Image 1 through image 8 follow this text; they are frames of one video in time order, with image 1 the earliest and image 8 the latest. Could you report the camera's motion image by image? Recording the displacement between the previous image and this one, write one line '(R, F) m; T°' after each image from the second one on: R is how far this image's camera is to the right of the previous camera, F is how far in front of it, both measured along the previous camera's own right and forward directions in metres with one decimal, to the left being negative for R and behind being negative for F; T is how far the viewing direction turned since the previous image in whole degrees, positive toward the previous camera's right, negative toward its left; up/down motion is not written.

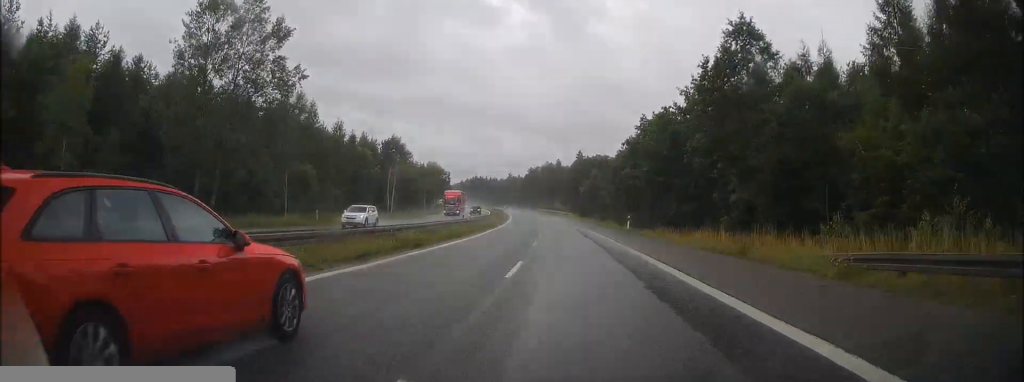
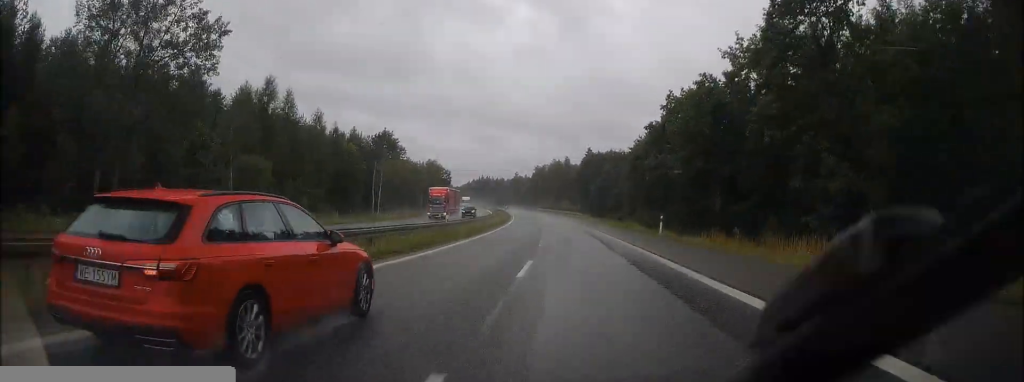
(-0.1, +11.9) m; -1°
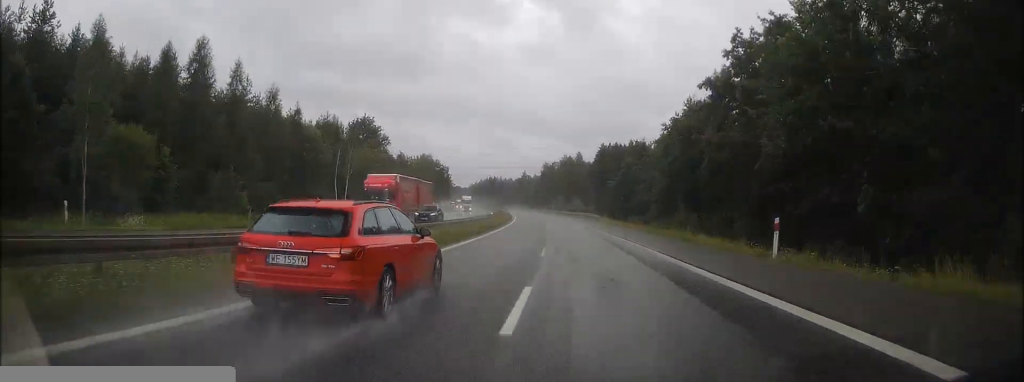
(0.0, +18.0) m; -1°
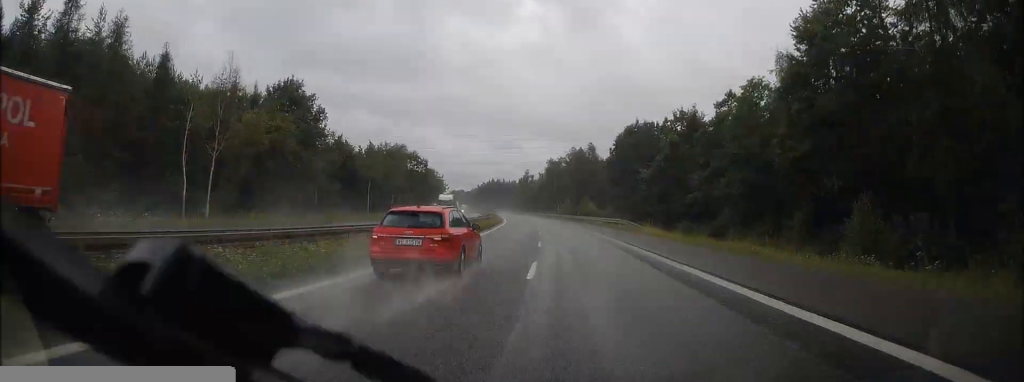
(-0.4, +30.4) m; -2°
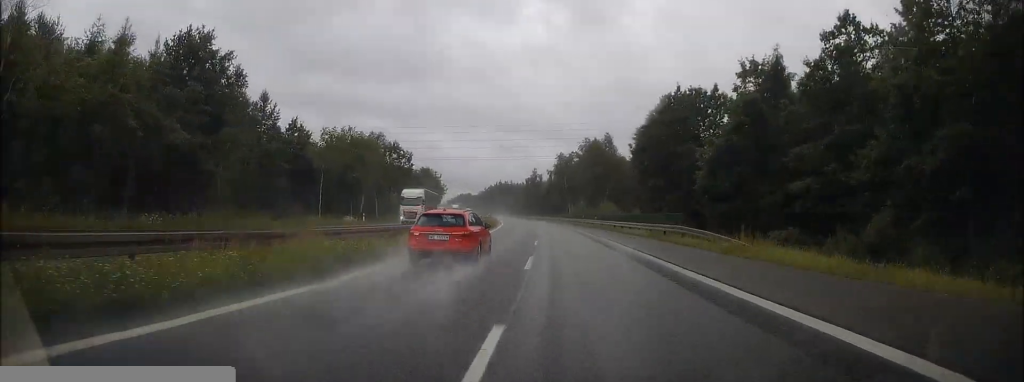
(-0.4, +21.6) m; -1°
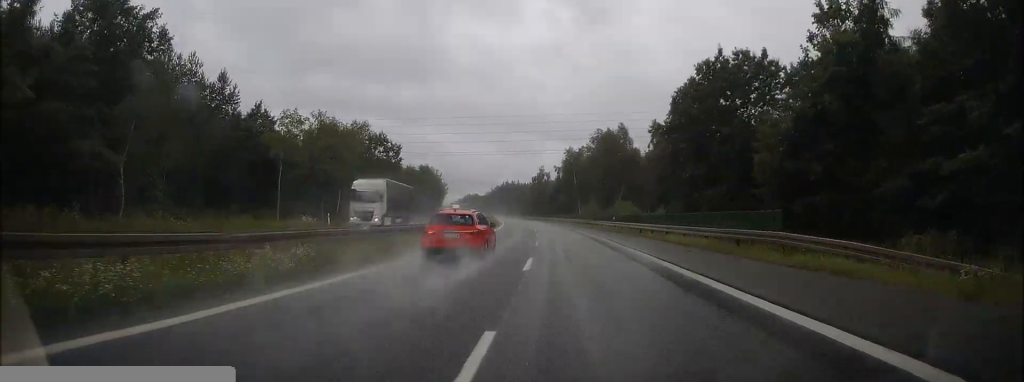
(-0.1, +12.5) m; -1°
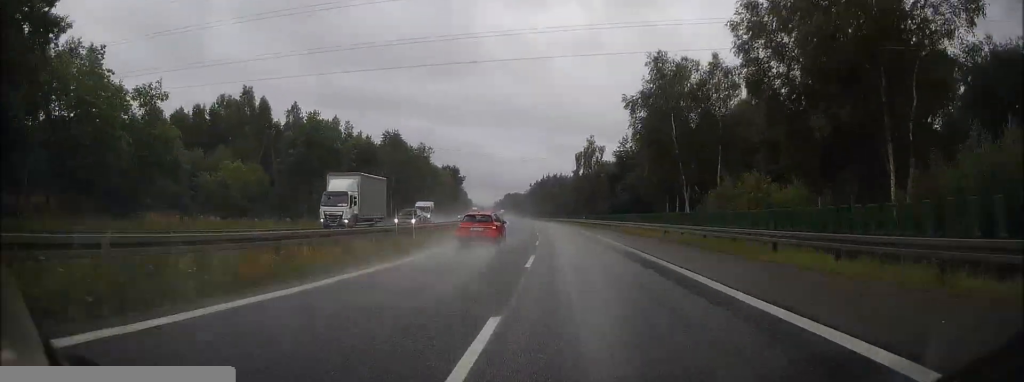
(-2.6, +71.8) m; -4°
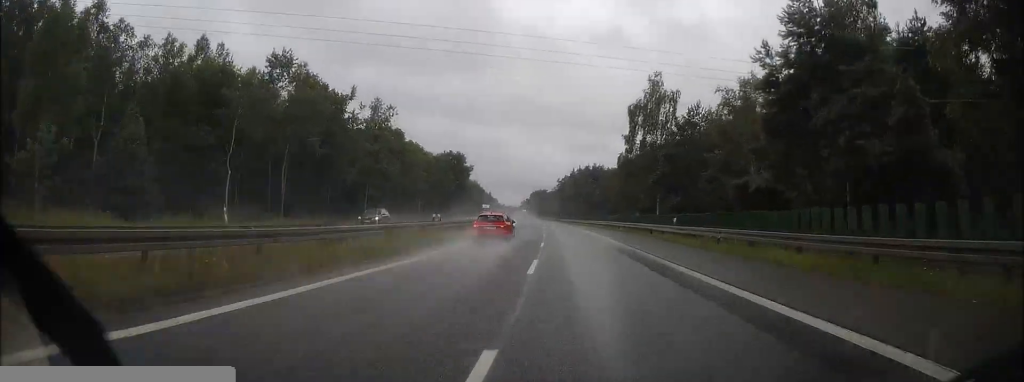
(-1.0, +50.3) m; -3°
